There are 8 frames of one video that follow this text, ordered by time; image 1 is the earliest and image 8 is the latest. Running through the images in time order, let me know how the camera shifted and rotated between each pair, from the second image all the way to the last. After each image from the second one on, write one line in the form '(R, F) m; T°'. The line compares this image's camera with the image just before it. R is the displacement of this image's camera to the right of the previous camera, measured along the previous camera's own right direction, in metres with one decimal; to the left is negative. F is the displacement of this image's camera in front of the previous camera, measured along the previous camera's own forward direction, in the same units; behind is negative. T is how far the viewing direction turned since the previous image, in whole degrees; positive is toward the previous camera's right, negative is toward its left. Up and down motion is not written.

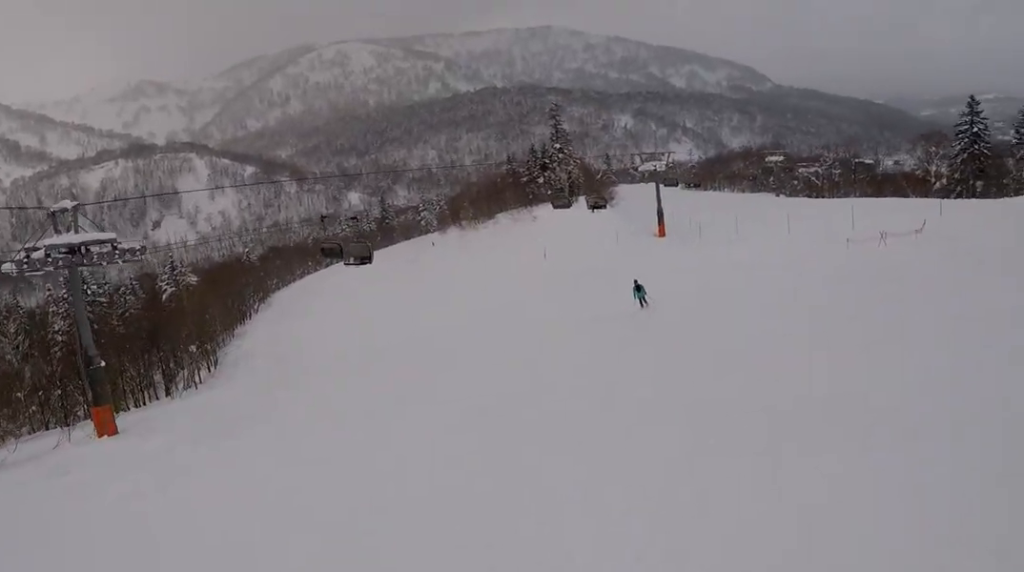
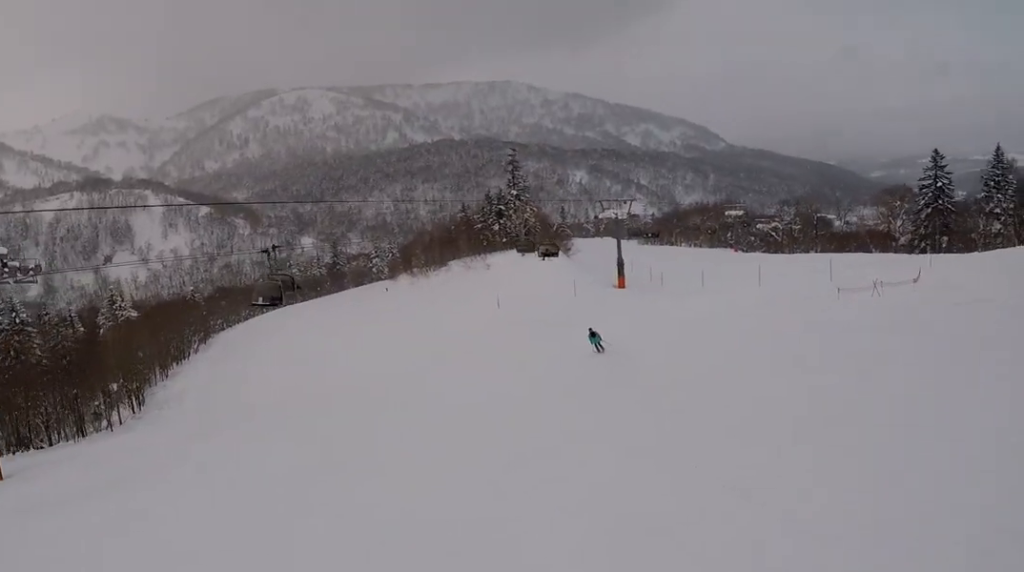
(+0.3, +5.1) m; +1°
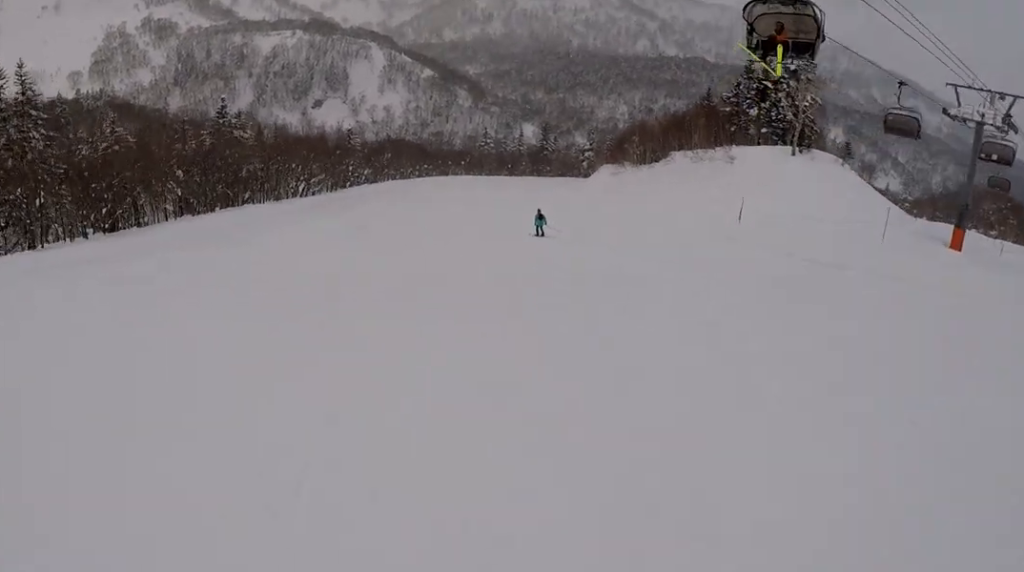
(-9.5, +33.5) m; -30°
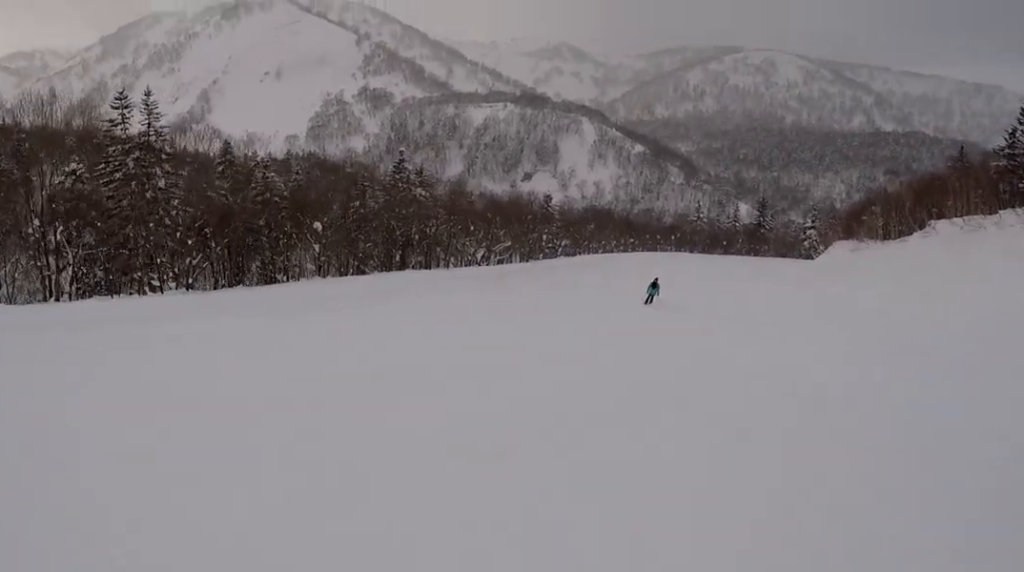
(-1.4, +14.6) m; -4°
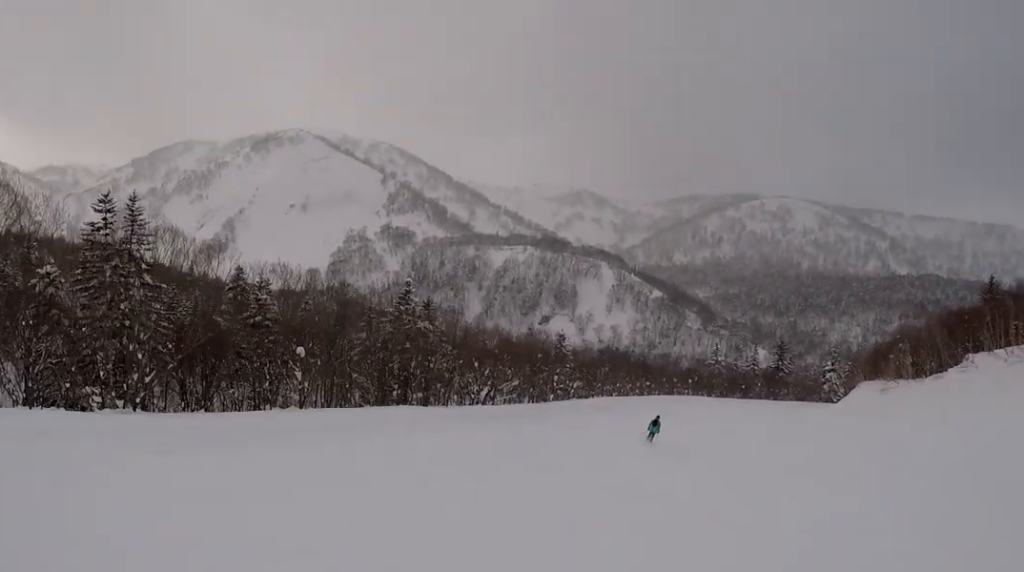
(-0.2, +5.3) m; +3°
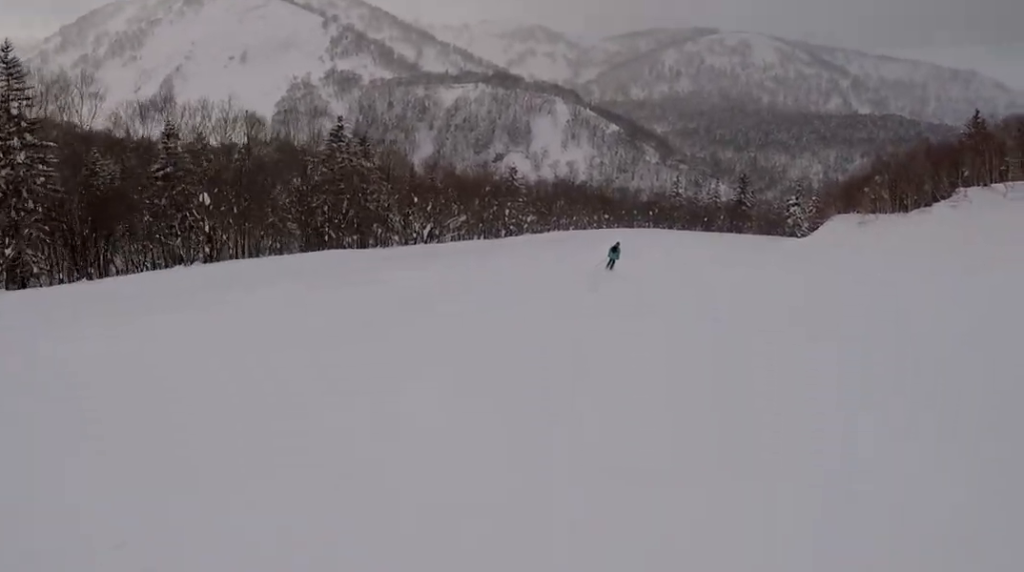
(-0.1, +6.0) m; +2°
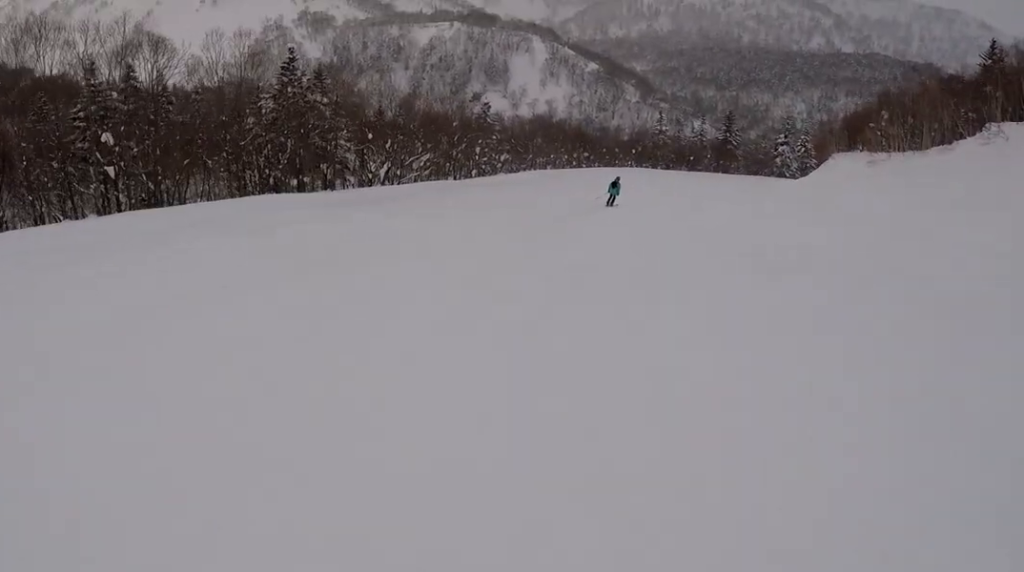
(+0.9, +7.0) m; 0°
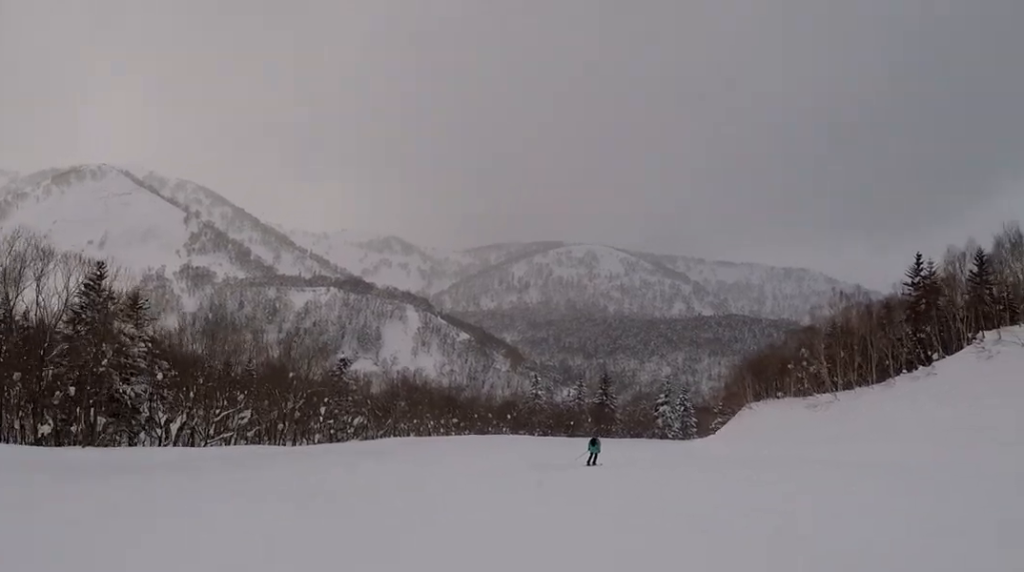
(-1.0, +15.7) m; 0°
